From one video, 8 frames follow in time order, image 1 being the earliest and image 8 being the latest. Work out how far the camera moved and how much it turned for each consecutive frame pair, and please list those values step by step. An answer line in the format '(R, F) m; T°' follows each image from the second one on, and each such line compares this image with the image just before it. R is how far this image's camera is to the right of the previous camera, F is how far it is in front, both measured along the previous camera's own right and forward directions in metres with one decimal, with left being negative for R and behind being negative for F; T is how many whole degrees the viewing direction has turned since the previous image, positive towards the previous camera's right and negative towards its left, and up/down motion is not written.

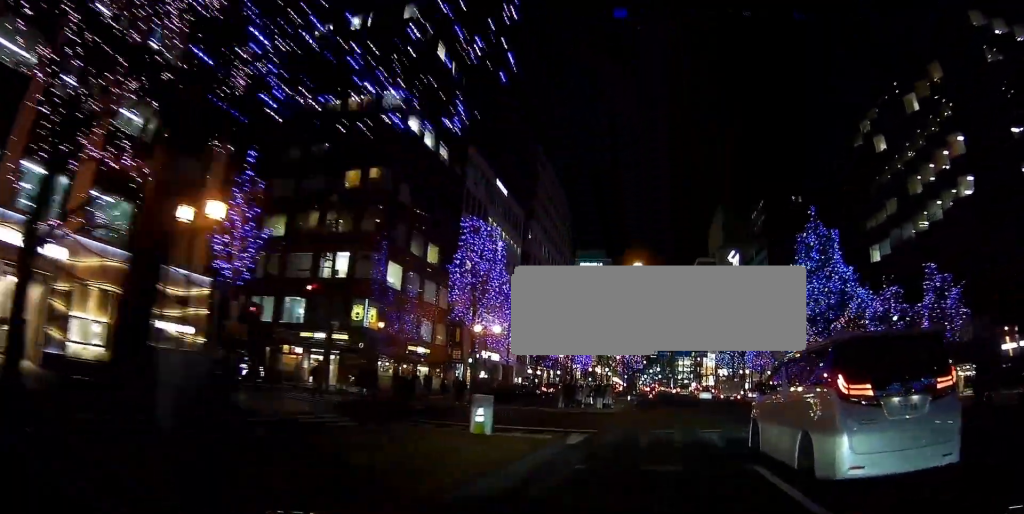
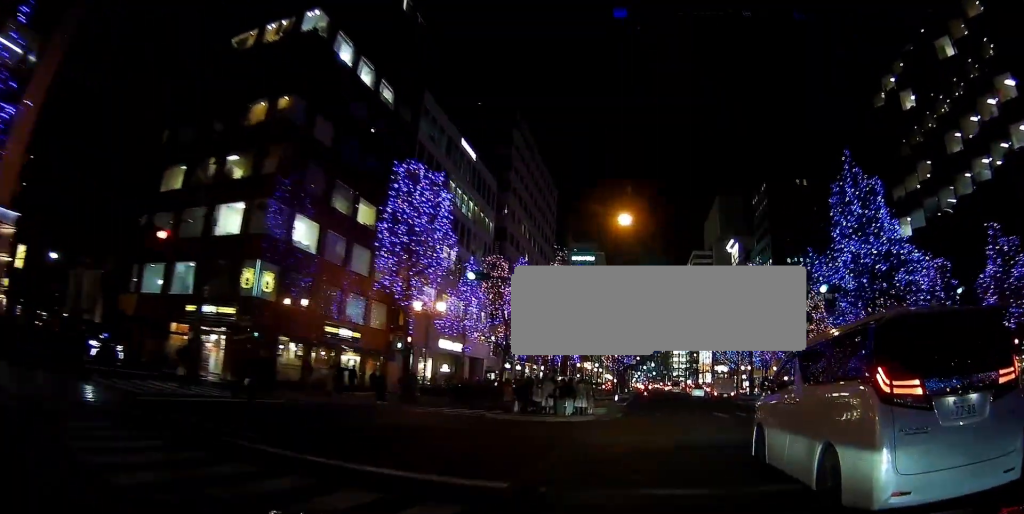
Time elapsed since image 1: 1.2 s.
(+0.5, +8.8) m; +2°
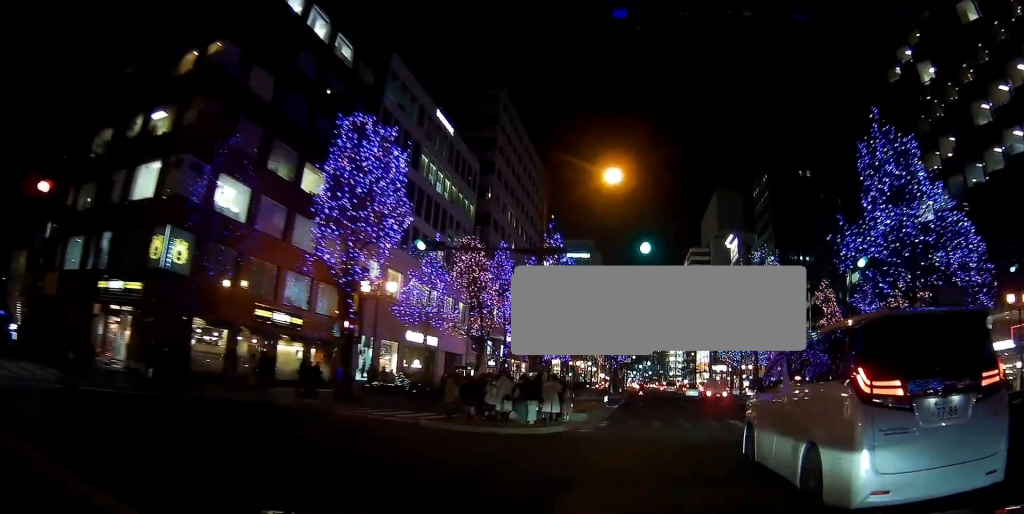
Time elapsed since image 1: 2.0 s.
(-0.1, +5.0) m; -4°
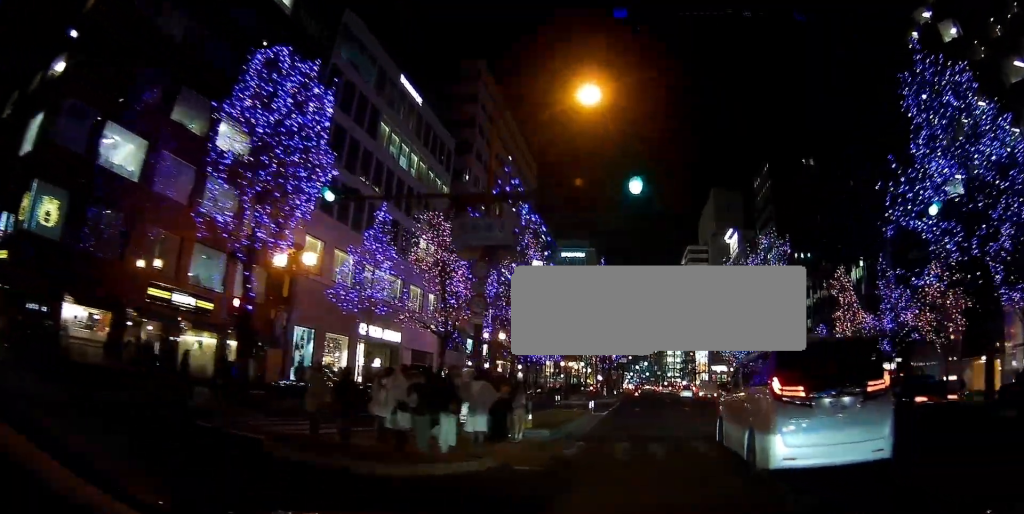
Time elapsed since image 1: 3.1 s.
(-0.5, +7.0) m; -10°
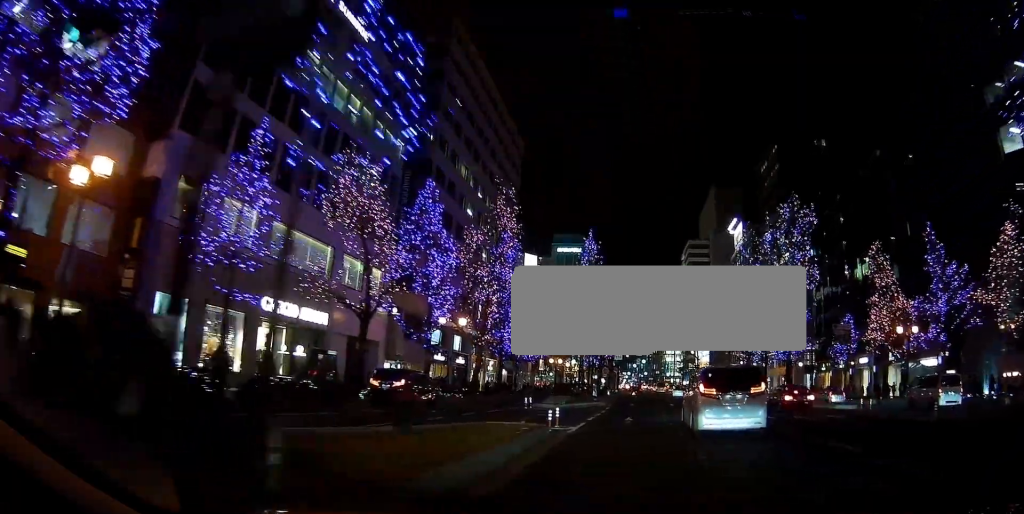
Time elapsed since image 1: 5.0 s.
(-2.0, +9.8) m; -11°
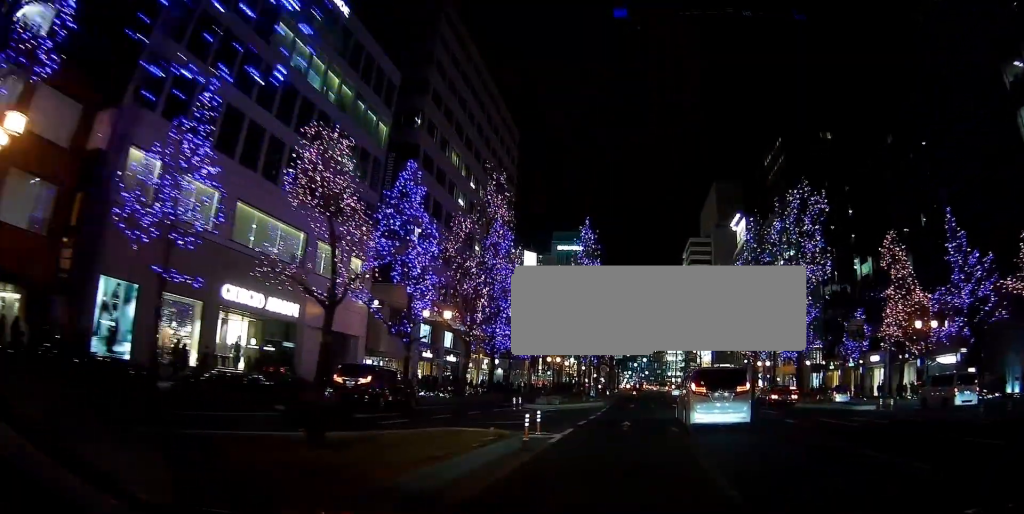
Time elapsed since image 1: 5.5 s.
(+0.2, +3.6) m; +4°
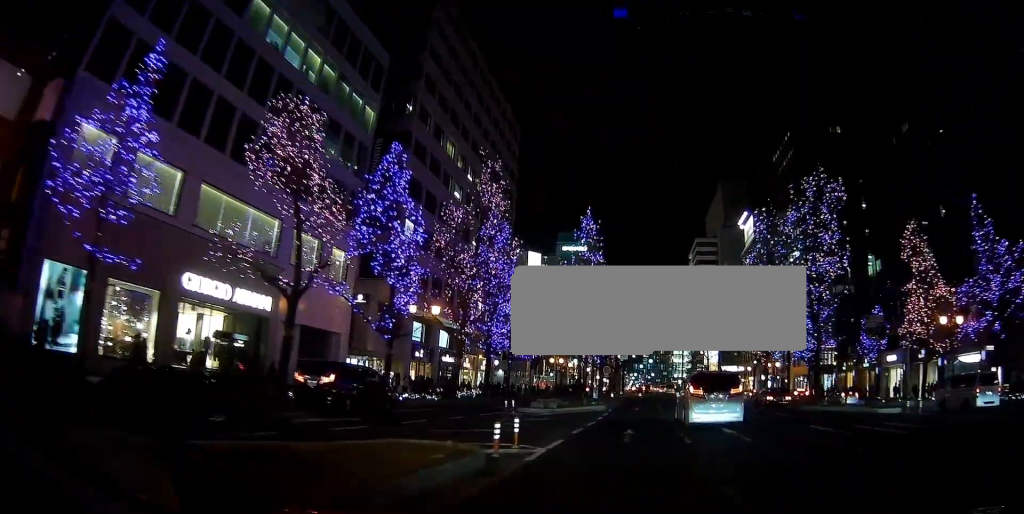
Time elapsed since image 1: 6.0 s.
(+0.2, +3.2) m; +4°
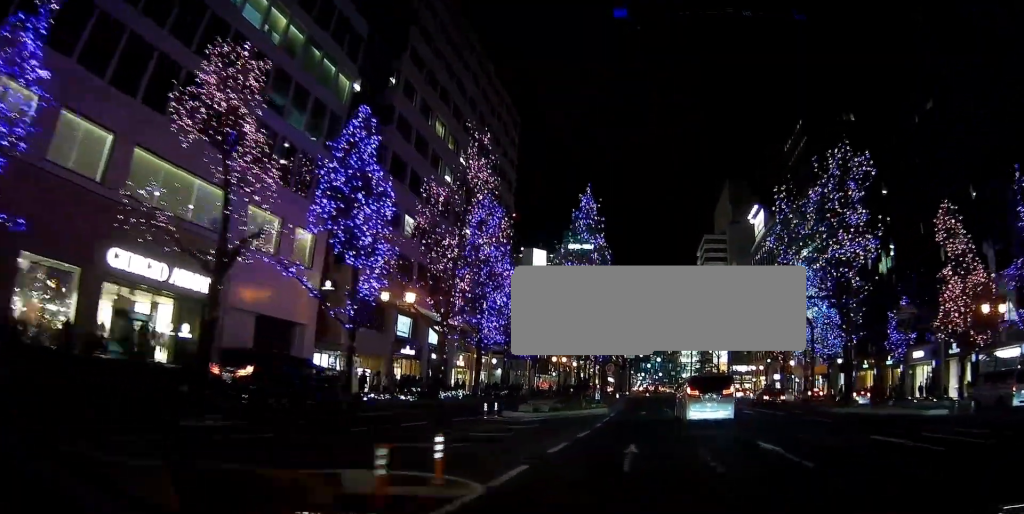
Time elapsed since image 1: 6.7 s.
(+0.2, +4.7) m; +3°
